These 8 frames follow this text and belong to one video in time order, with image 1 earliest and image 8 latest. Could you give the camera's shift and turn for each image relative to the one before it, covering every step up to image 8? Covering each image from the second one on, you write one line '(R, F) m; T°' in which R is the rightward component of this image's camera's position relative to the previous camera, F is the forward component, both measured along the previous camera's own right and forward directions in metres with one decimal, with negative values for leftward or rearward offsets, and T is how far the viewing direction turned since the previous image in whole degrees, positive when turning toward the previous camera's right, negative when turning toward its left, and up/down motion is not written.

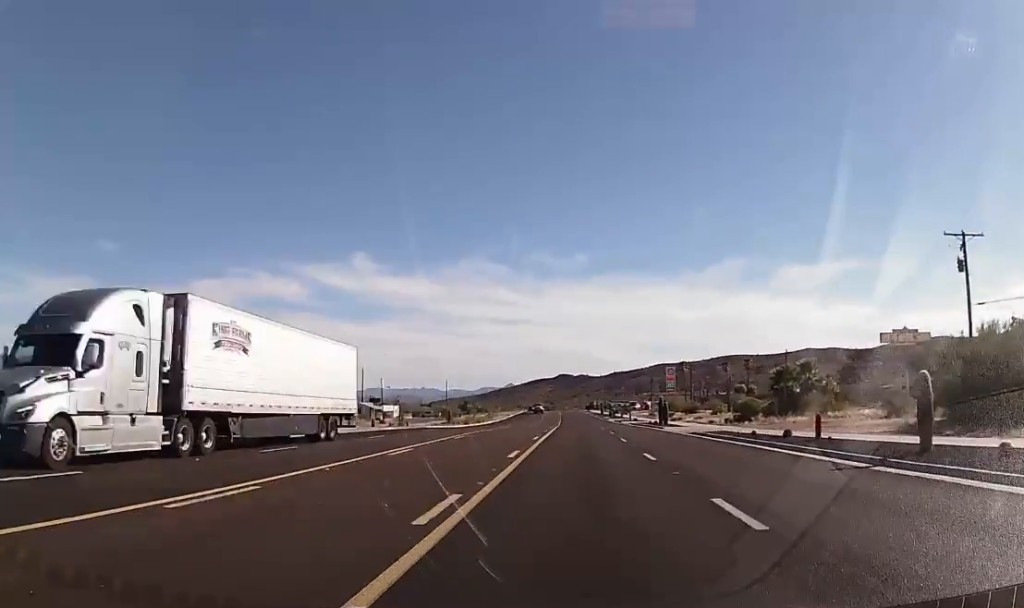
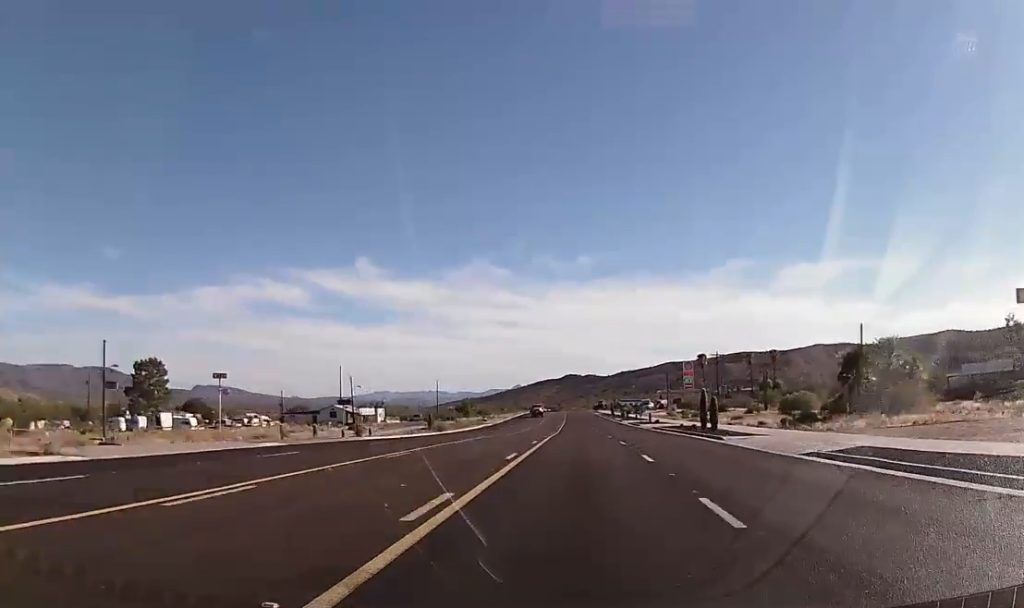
(+0.1, +24.1) m; +1°
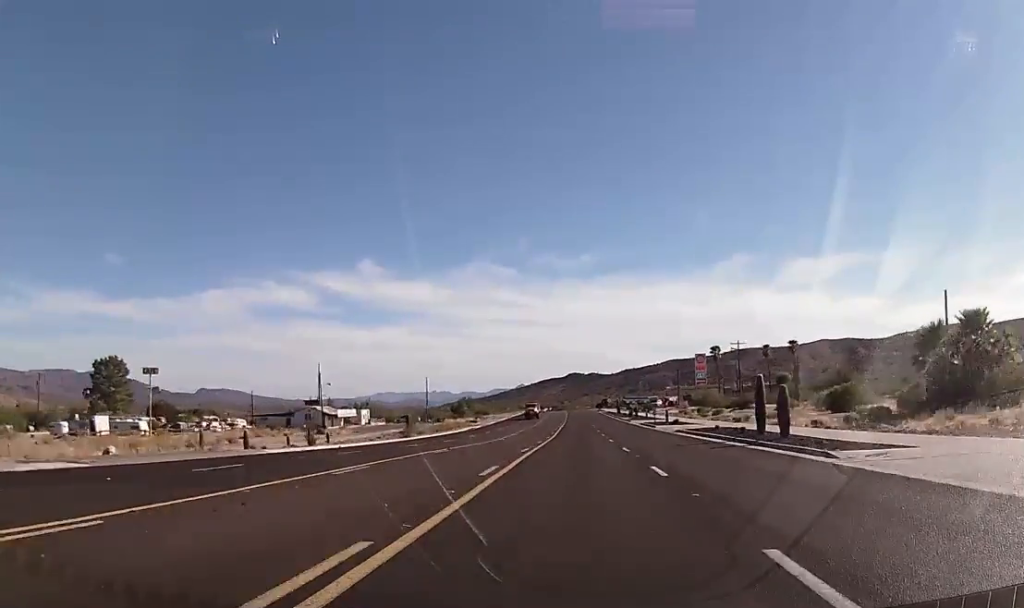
(+0.3, +16.7) m; 0°
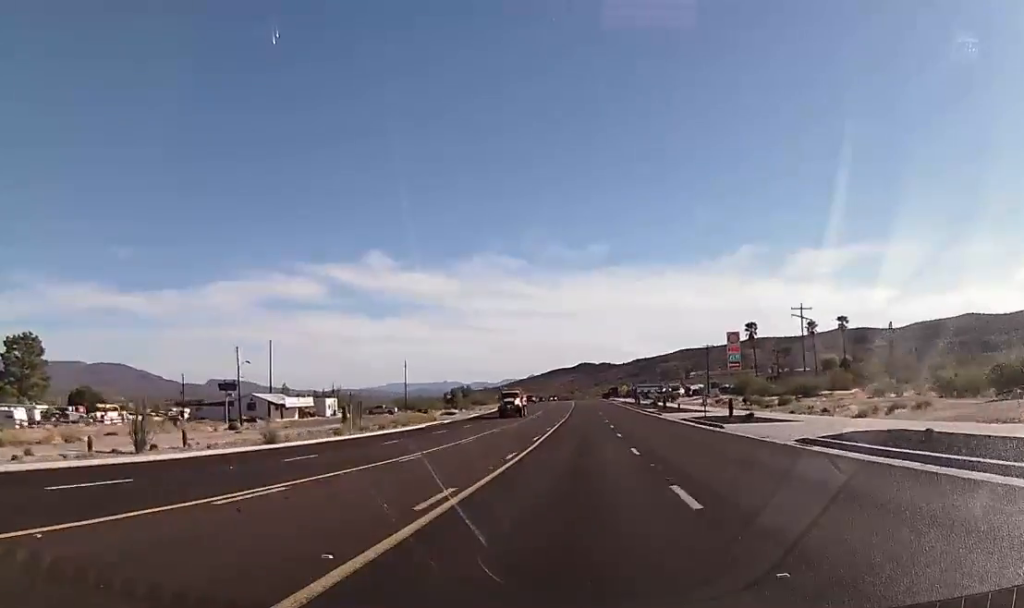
(-0.6, +30.6) m; -2°
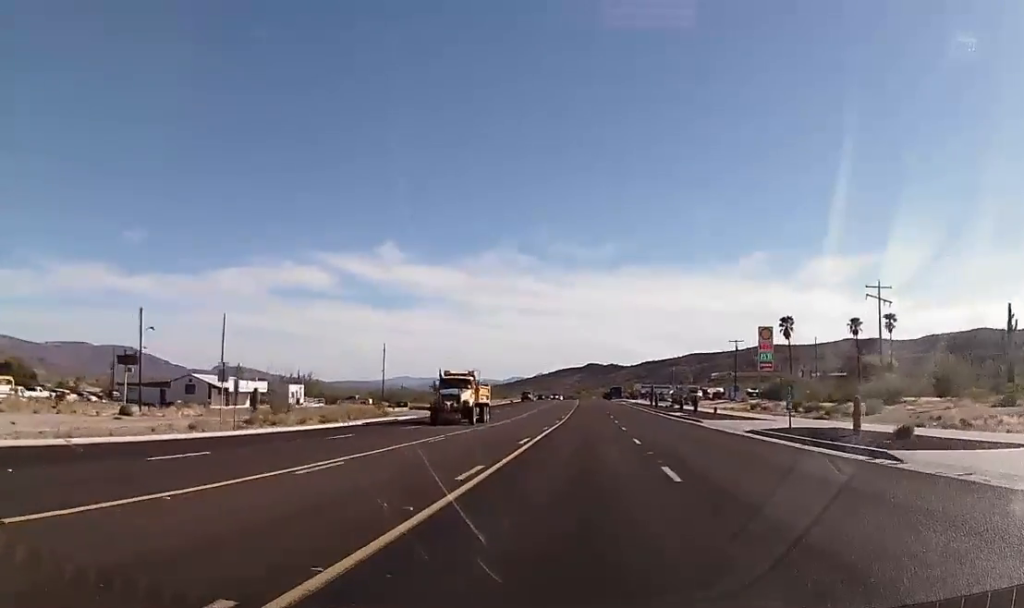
(-0.5, +21.3) m; 0°
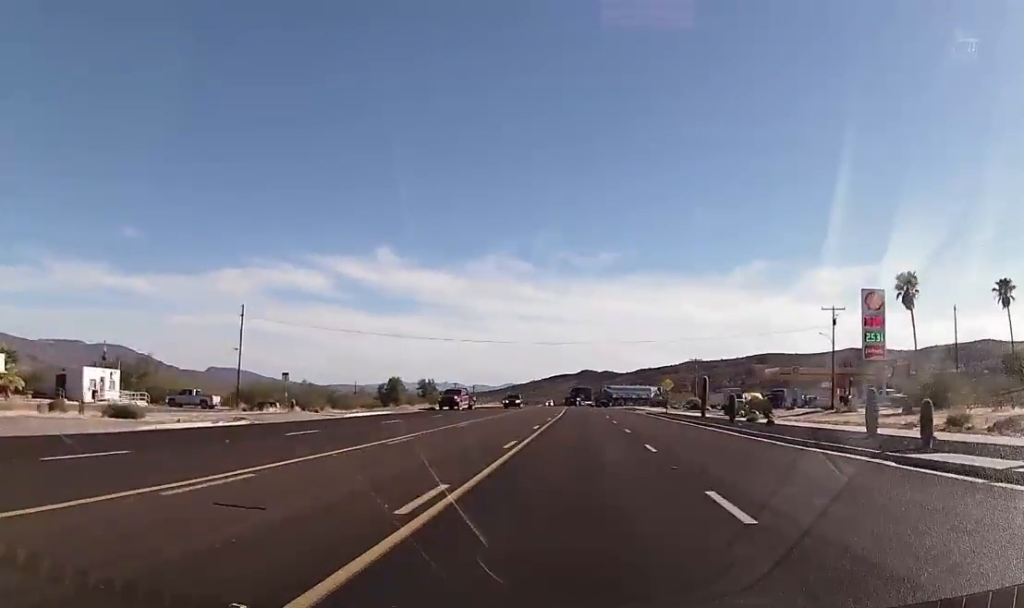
(-0.4, +57.7) m; 0°
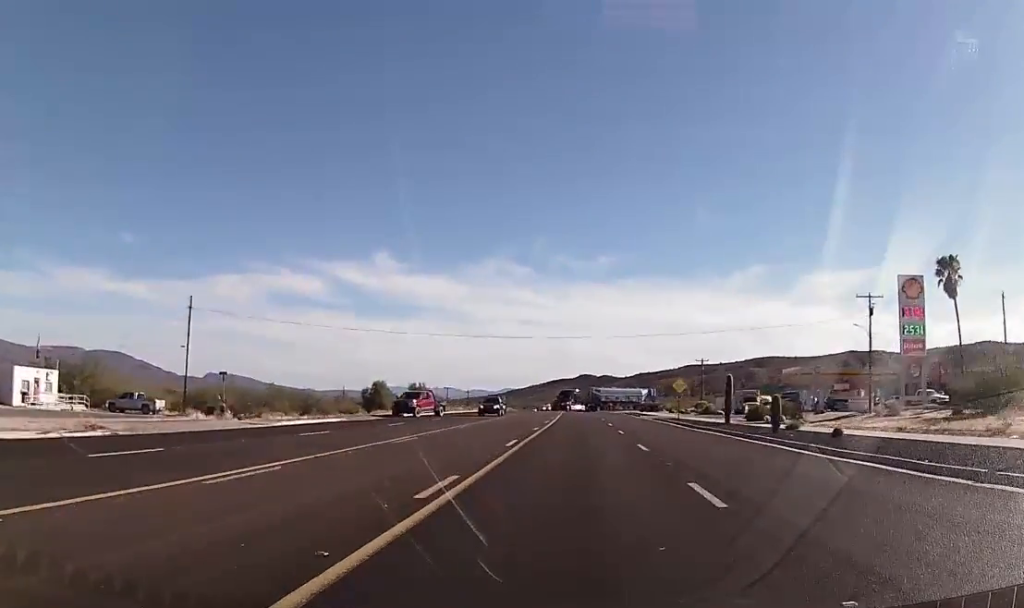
(+0.4, +11.9) m; +1°
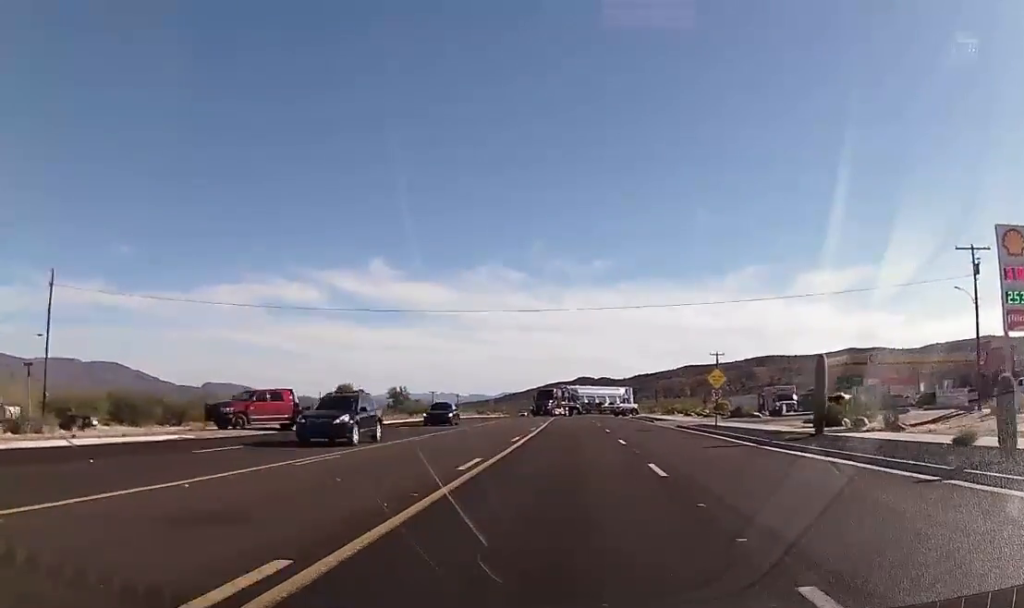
(+0.2, +23.0) m; 0°
